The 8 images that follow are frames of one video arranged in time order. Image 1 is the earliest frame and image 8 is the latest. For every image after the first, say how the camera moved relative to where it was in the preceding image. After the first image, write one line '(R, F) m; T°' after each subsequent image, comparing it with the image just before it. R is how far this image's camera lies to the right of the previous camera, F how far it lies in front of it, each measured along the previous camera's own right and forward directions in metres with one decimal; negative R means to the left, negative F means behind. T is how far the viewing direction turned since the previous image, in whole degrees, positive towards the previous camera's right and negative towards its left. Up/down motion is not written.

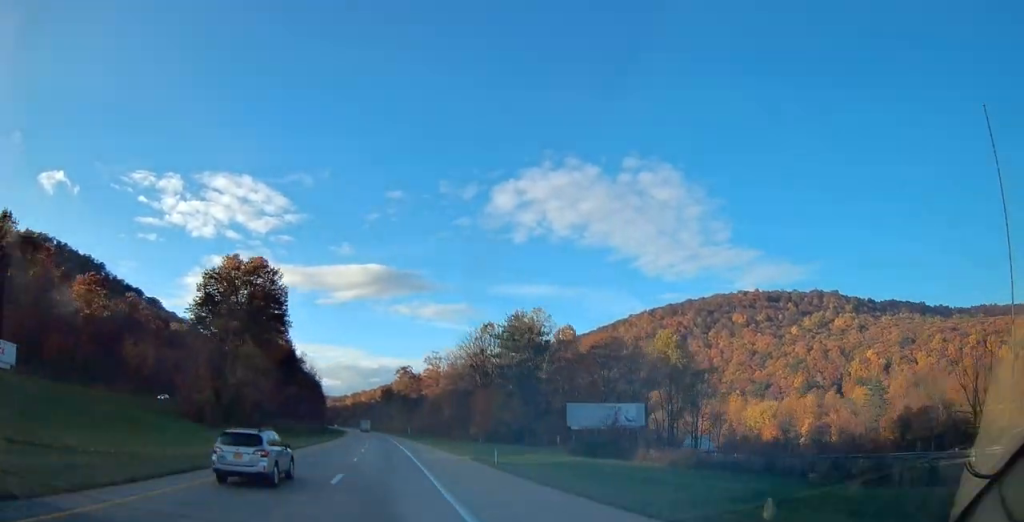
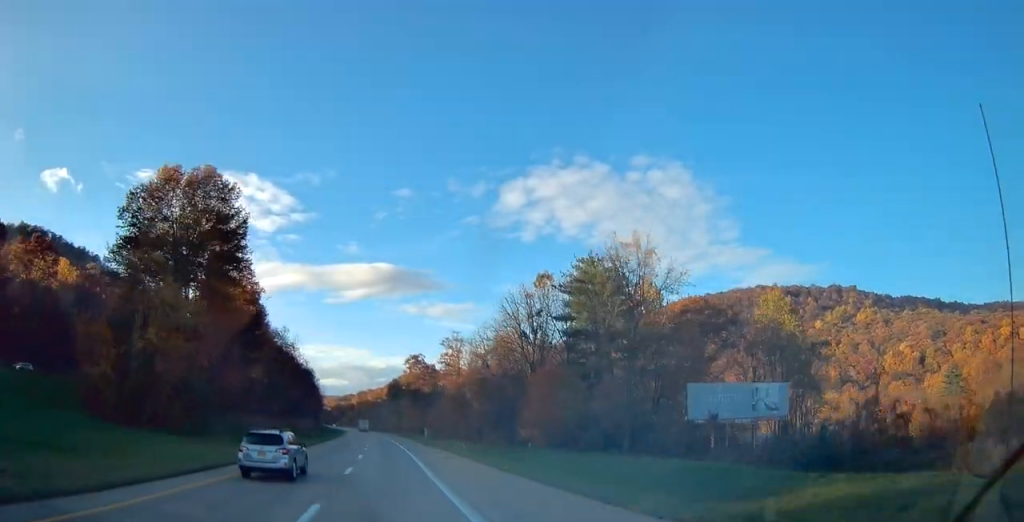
(-0.2, +32.8) m; 0°
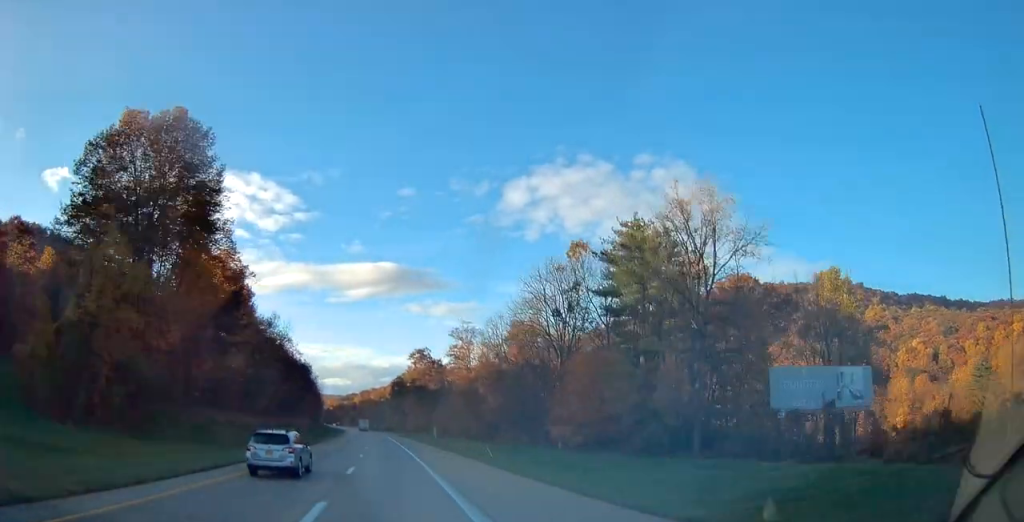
(0.0, +11.9) m; 0°
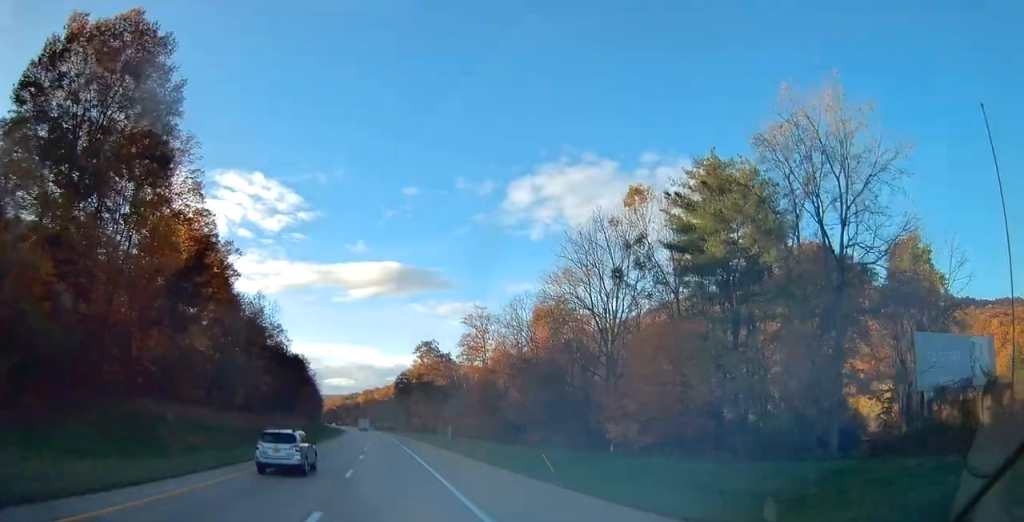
(0.0, +13.9) m; 0°
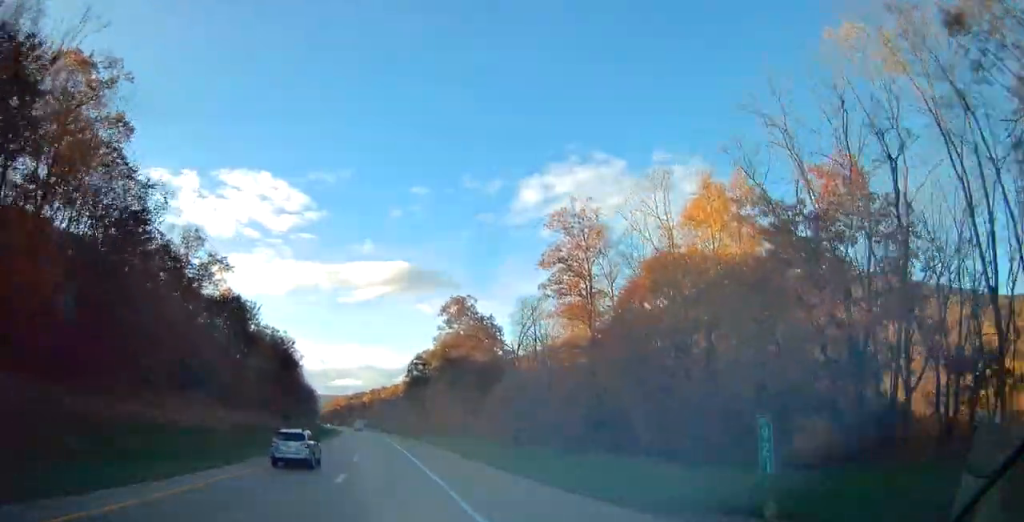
(-0.6, +50.7) m; -1°
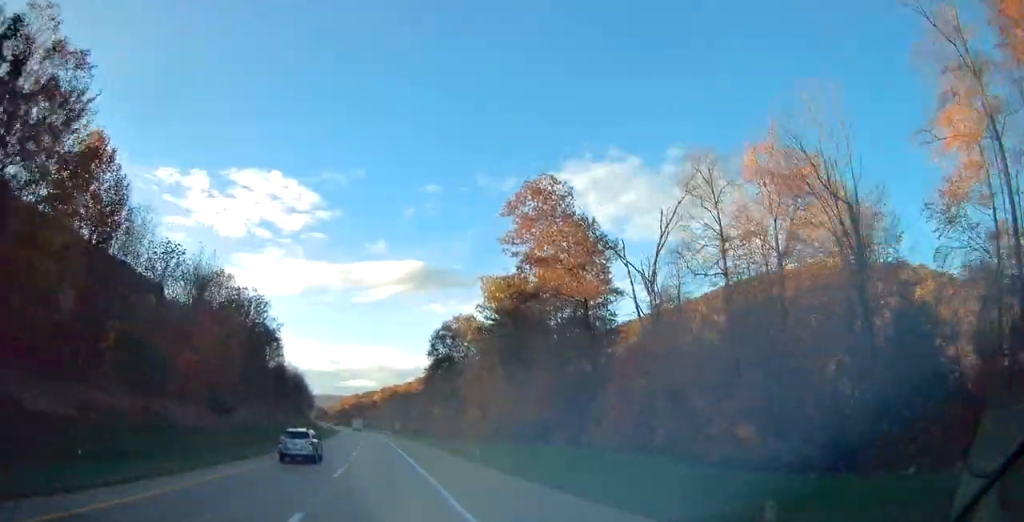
(-0.5, +46.8) m; -1°
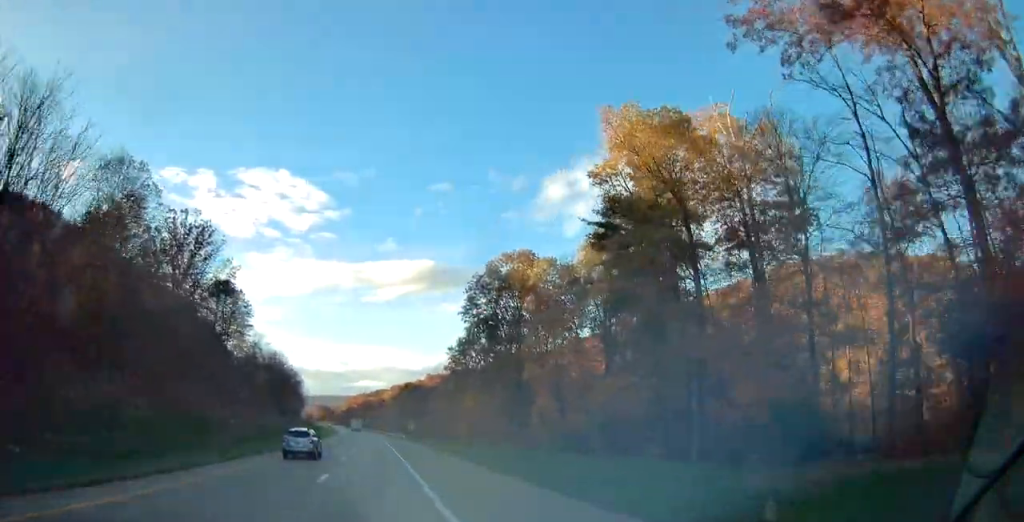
(-0.2, +38.9) m; -1°
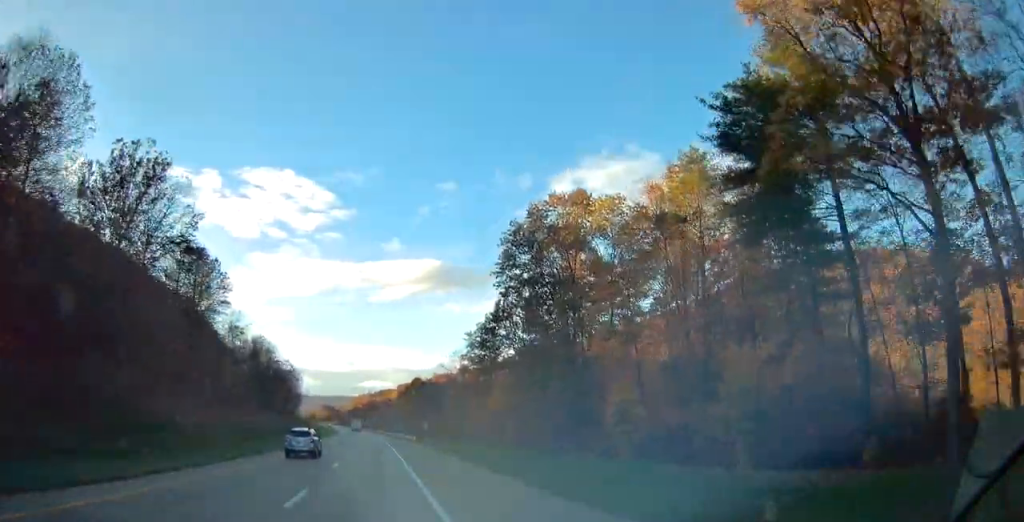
(-0.1, +18.0) m; -1°
